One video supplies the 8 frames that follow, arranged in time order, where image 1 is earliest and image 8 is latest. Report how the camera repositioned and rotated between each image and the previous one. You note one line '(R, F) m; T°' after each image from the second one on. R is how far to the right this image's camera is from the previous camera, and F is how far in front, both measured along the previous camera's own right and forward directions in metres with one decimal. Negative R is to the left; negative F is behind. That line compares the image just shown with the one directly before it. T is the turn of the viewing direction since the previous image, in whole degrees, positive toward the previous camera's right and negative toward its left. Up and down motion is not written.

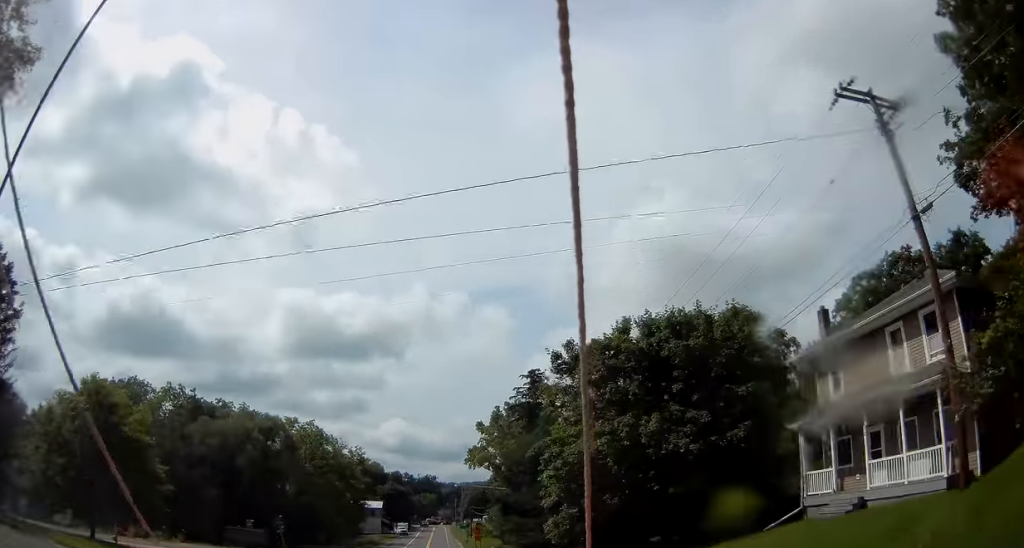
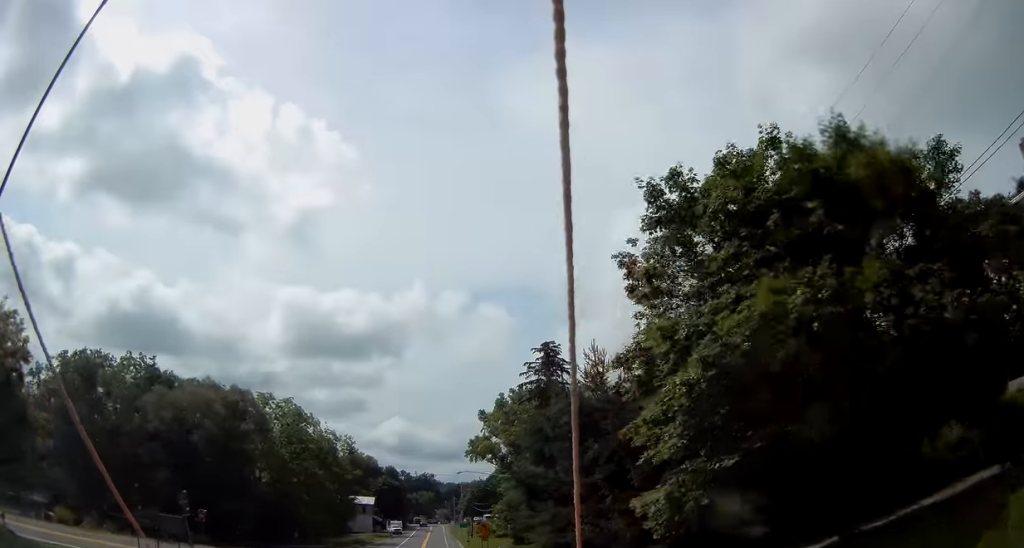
(+0.1, +13.4) m; +1°
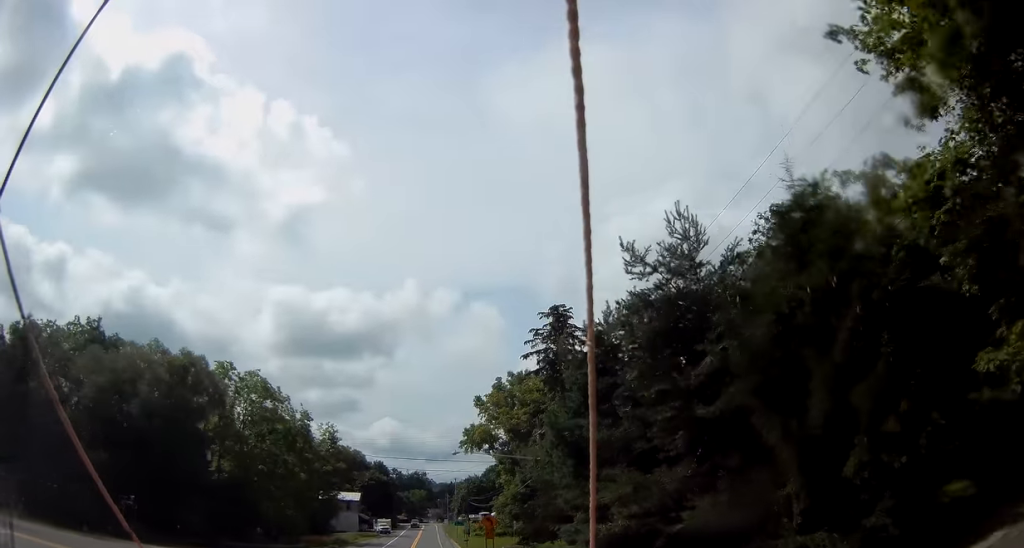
(+0.1, +12.8) m; +1°
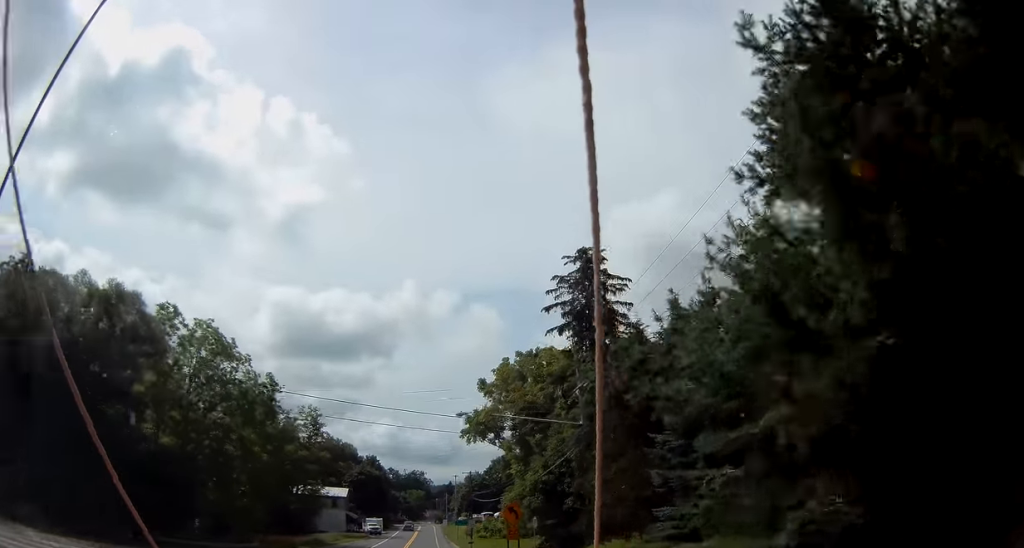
(0.0, +14.8) m; 0°
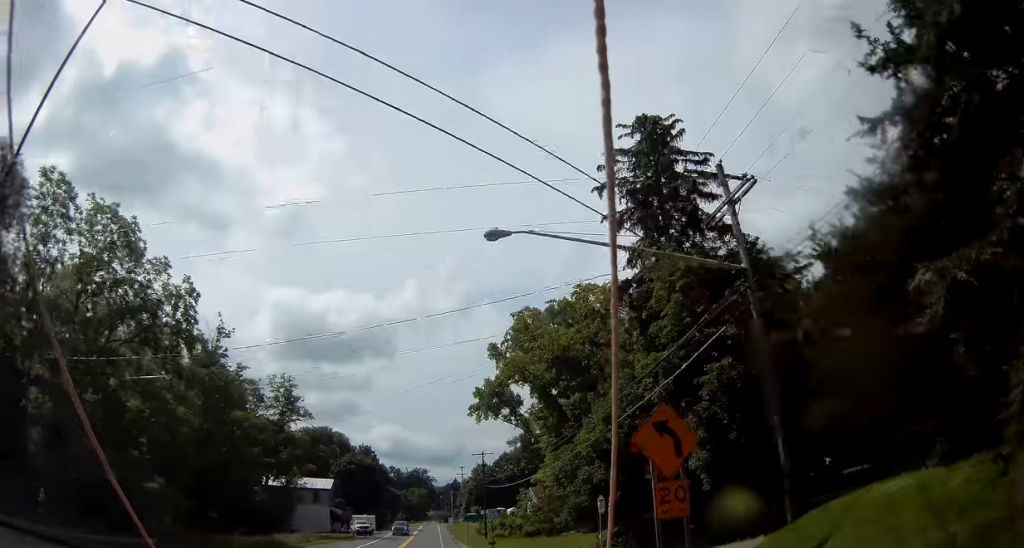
(0.0, +18.7) m; 0°
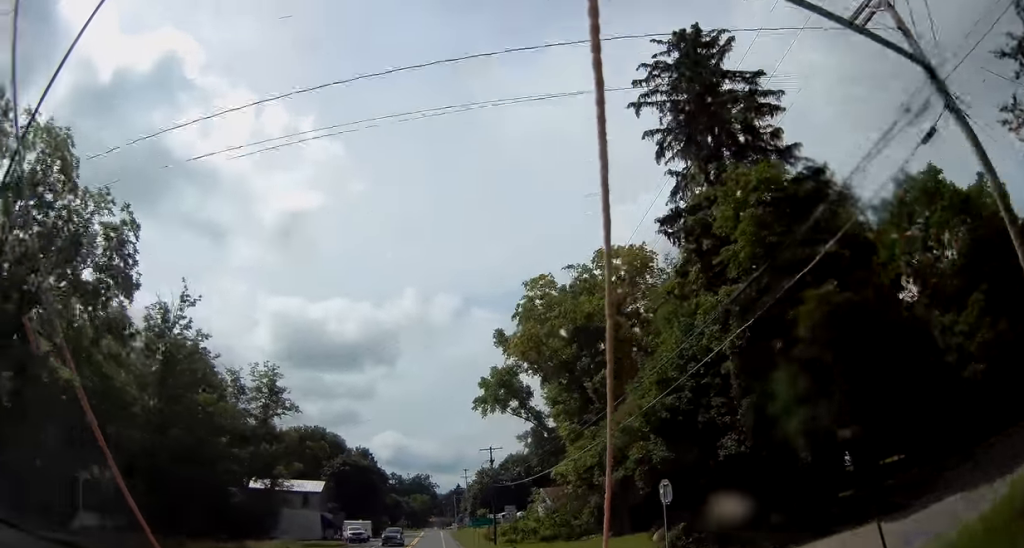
(0.0, +8.4) m; 0°
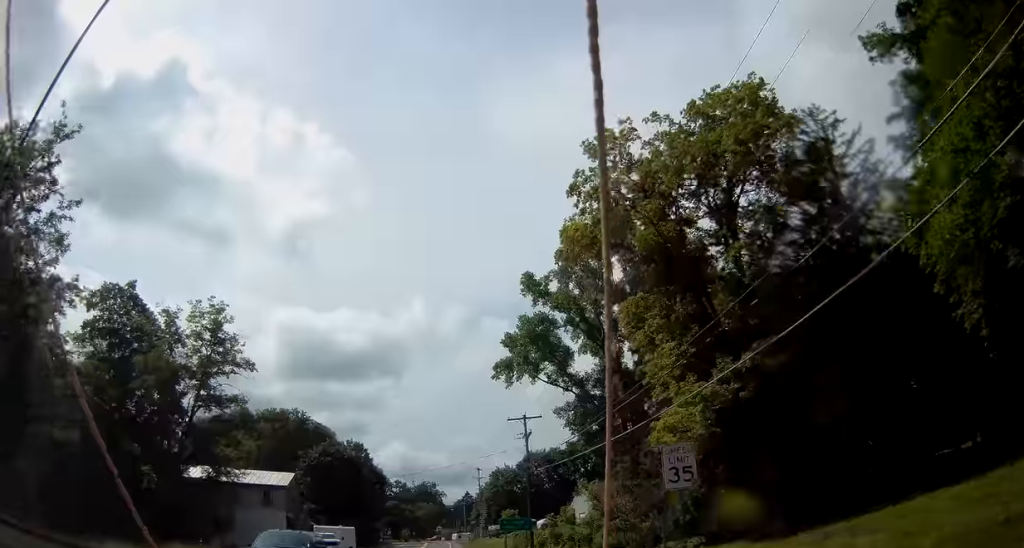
(0.0, +20.6) m; 0°
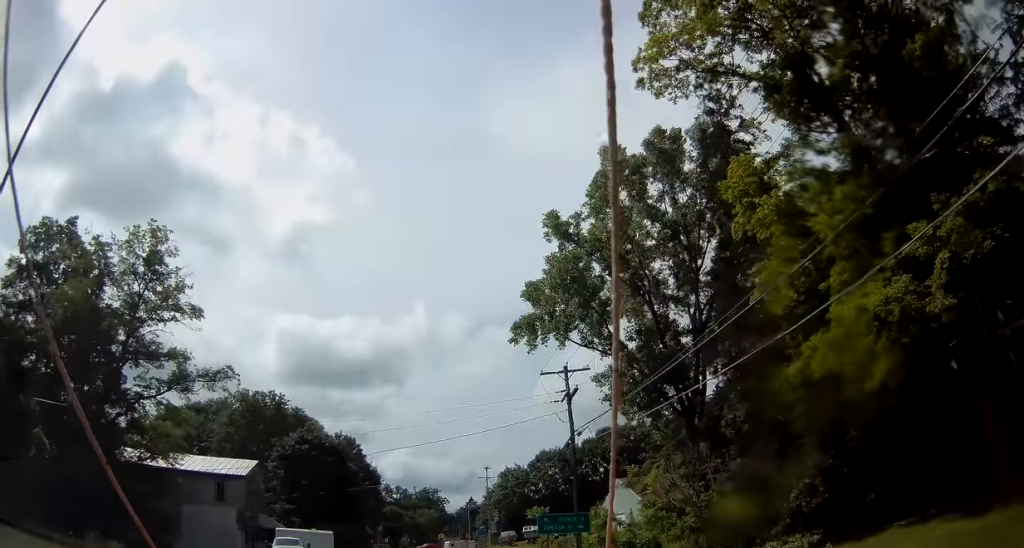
(0.0, +13.7) m; 0°
